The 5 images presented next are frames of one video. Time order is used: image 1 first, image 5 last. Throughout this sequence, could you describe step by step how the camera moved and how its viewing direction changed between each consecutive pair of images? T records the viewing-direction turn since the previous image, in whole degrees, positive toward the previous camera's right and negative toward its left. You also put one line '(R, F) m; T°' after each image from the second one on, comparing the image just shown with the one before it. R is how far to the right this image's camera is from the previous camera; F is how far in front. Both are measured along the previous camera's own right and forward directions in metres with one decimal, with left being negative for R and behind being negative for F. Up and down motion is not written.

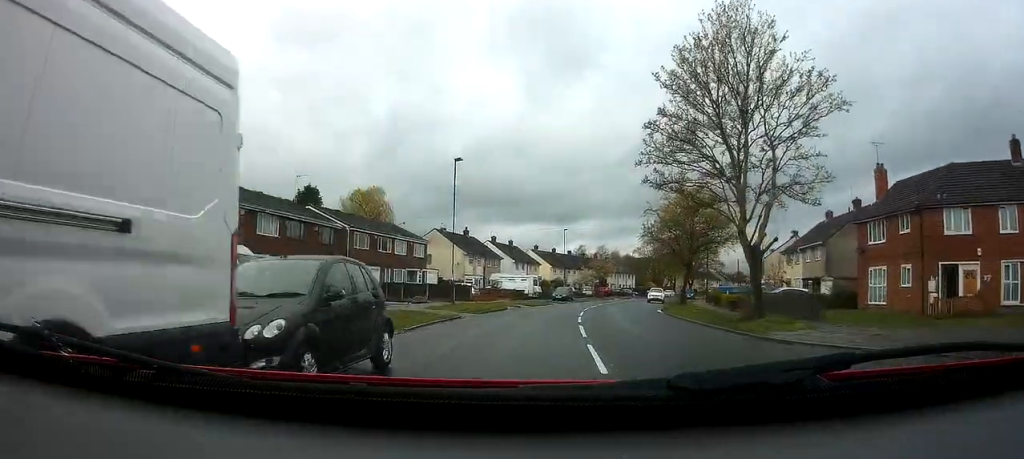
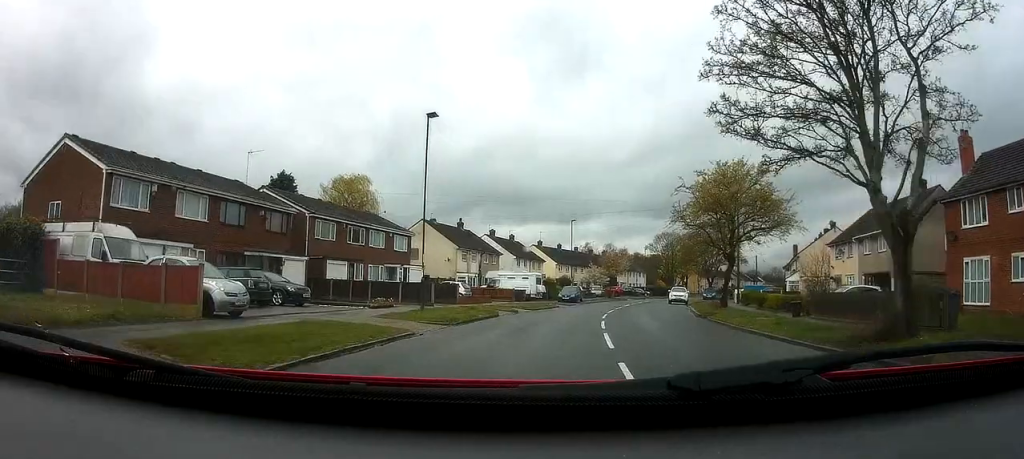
(+0.1, +8.8) m; +3°
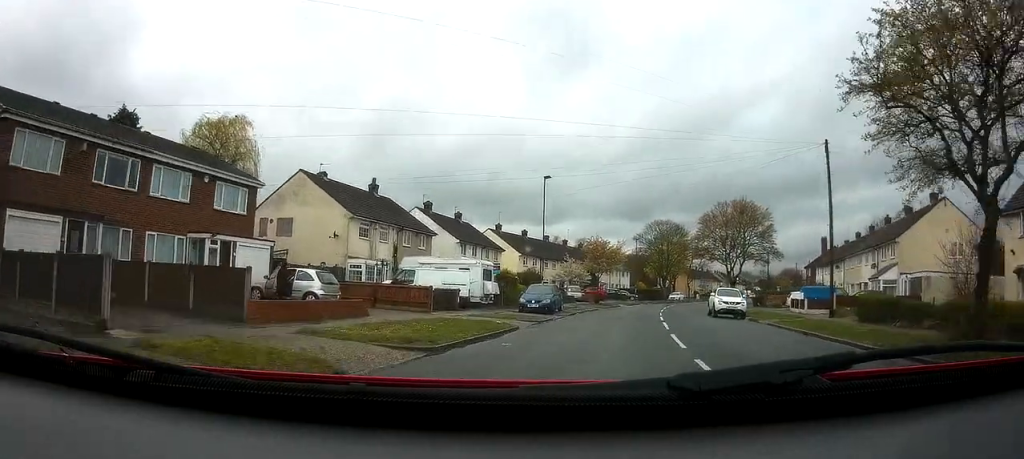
(+1.7, +23.3) m; +8°
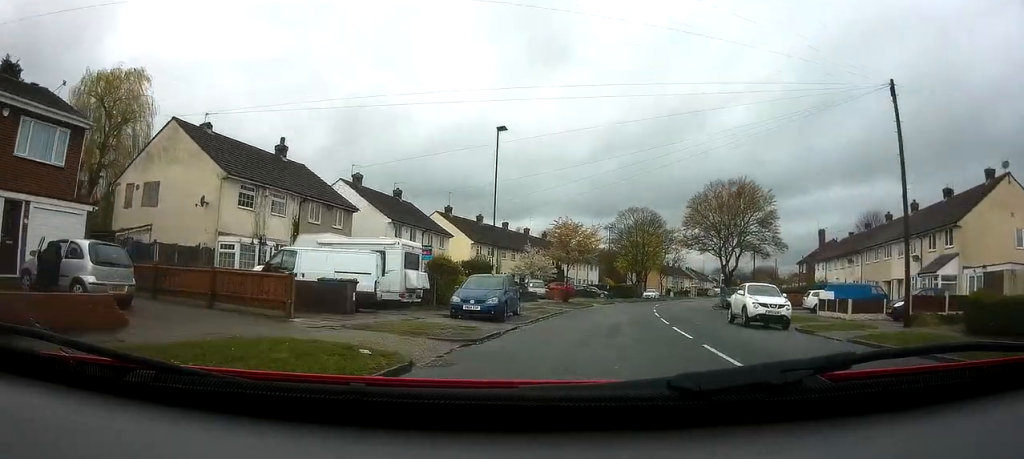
(+0.3, +10.5) m; +3°
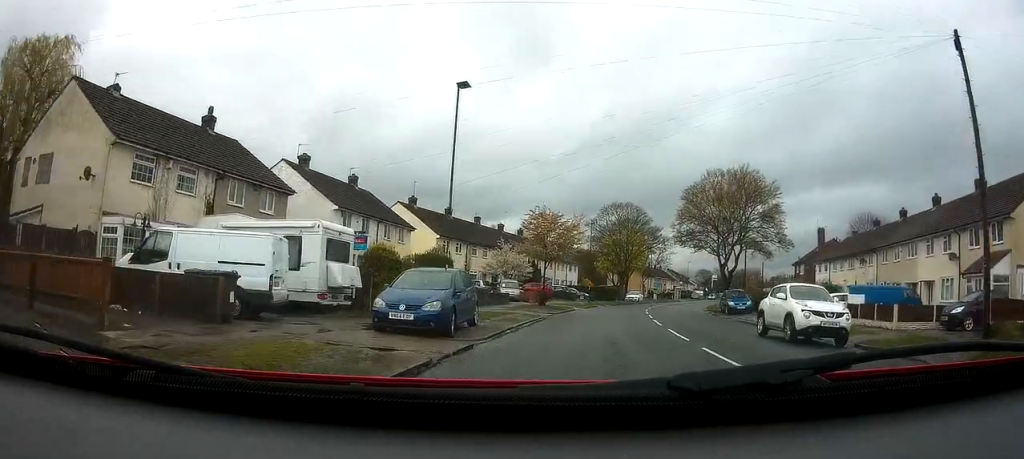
(0.0, +6.2) m; +1°
